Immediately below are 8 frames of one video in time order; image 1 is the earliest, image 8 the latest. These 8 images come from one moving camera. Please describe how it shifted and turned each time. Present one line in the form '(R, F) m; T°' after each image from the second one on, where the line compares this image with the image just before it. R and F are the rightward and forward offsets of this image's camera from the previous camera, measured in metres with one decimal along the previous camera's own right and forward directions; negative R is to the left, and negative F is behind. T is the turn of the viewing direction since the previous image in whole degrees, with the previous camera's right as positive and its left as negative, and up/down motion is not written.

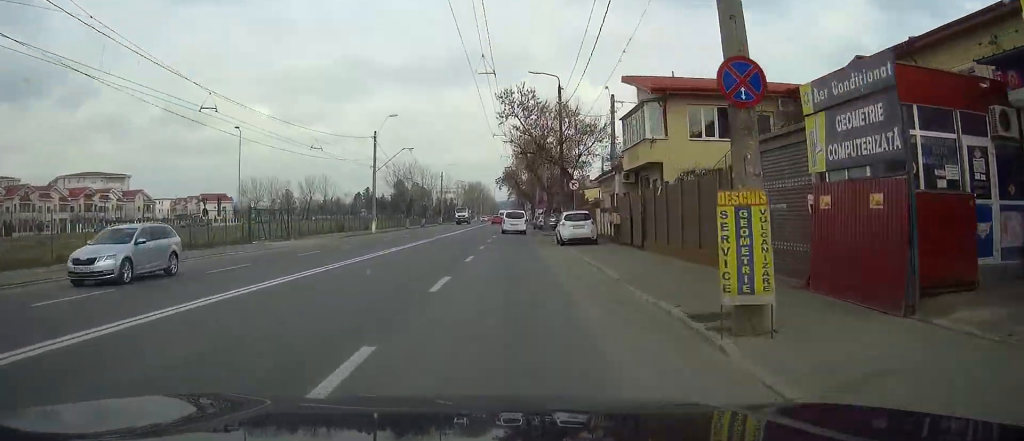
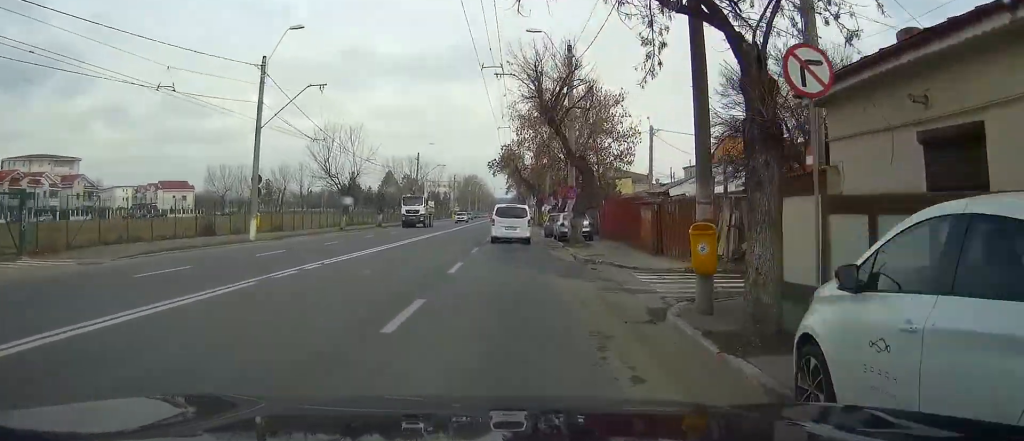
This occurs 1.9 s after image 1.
(+0.2, +29.6) m; 0°
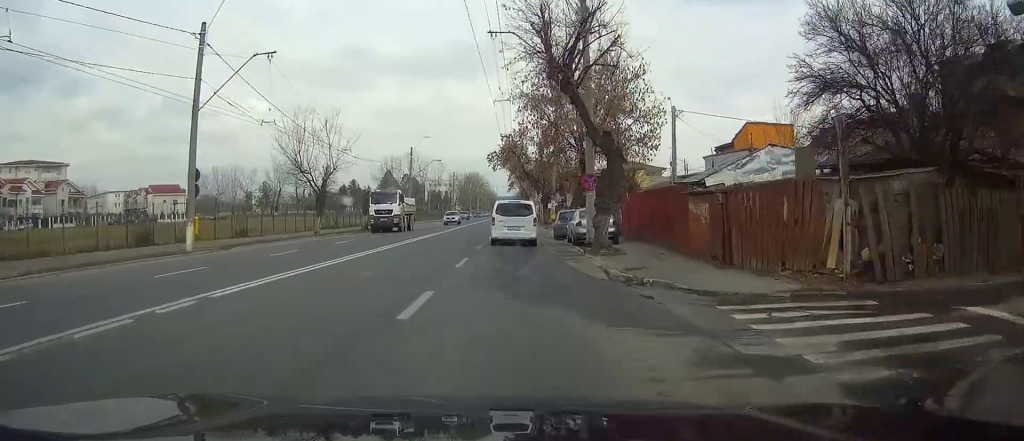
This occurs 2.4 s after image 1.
(-0.1, +7.8) m; 0°
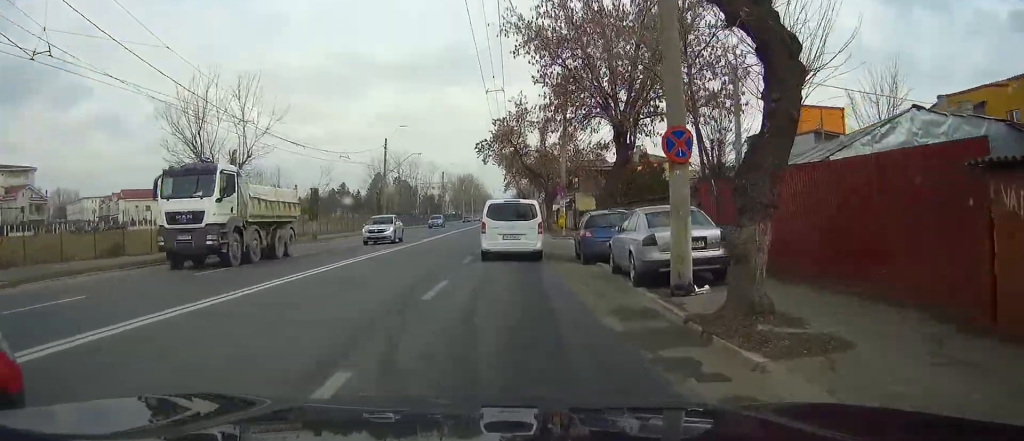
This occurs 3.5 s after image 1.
(+0.1, +14.8) m; 0°
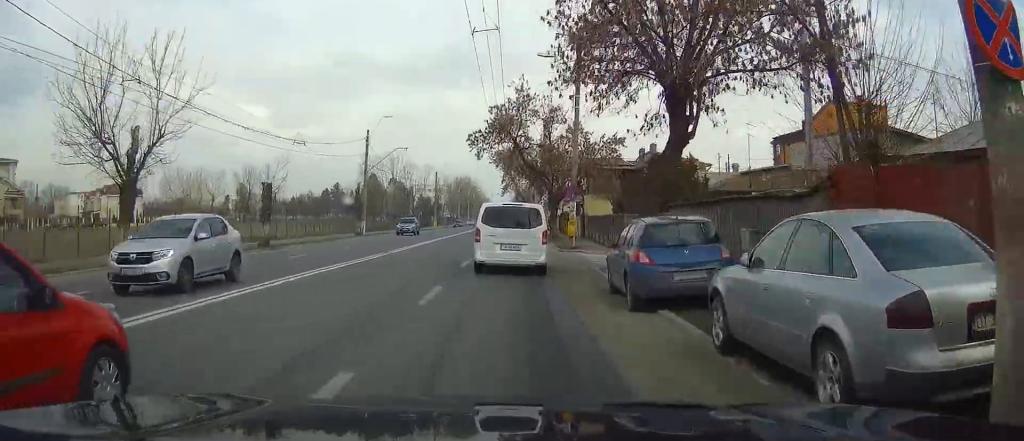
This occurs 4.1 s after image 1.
(0.0, +8.5) m; 0°
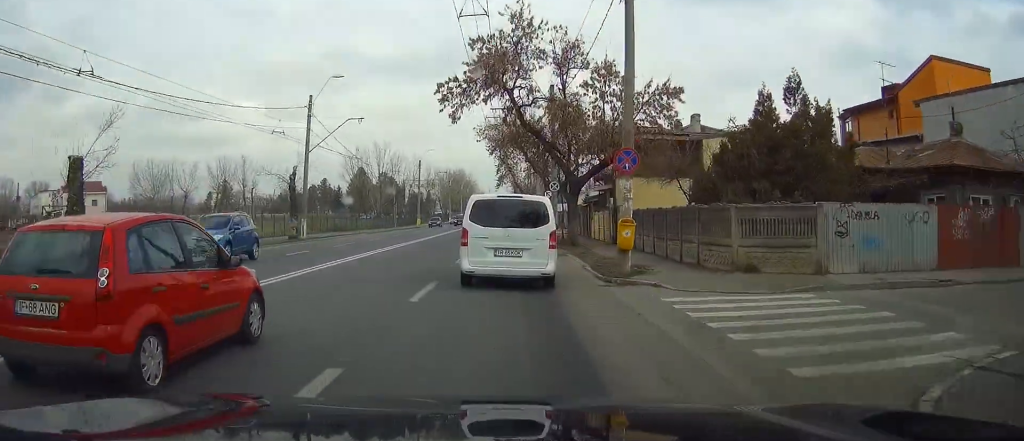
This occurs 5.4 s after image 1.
(0.0, +17.0) m; 0°
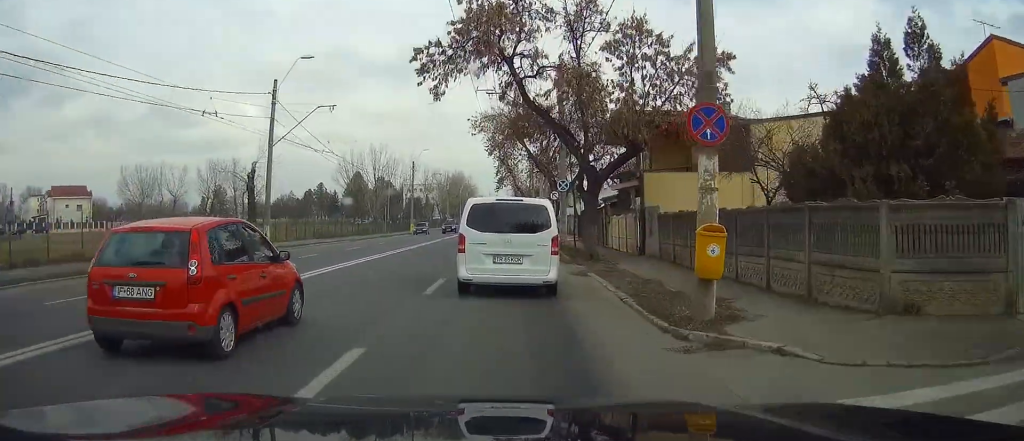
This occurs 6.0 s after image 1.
(0.0, +7.2) m; 0°
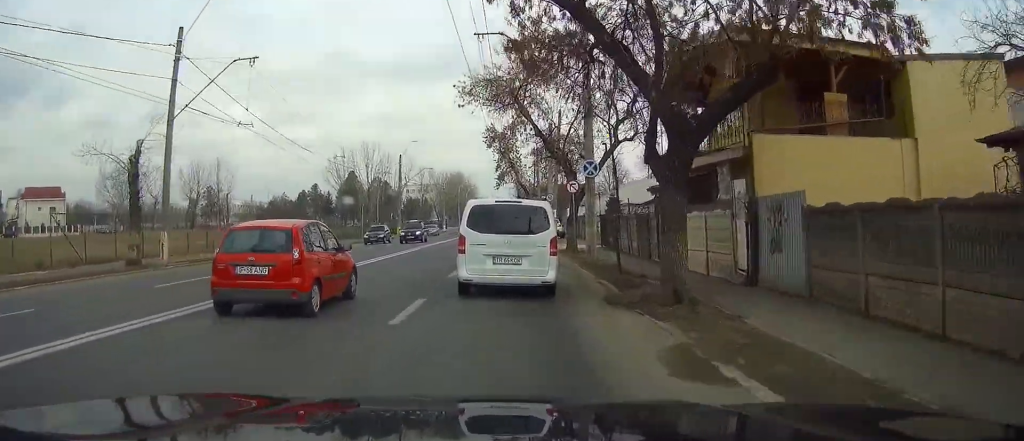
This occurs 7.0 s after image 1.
(0.0, +12.3) m; 0°
